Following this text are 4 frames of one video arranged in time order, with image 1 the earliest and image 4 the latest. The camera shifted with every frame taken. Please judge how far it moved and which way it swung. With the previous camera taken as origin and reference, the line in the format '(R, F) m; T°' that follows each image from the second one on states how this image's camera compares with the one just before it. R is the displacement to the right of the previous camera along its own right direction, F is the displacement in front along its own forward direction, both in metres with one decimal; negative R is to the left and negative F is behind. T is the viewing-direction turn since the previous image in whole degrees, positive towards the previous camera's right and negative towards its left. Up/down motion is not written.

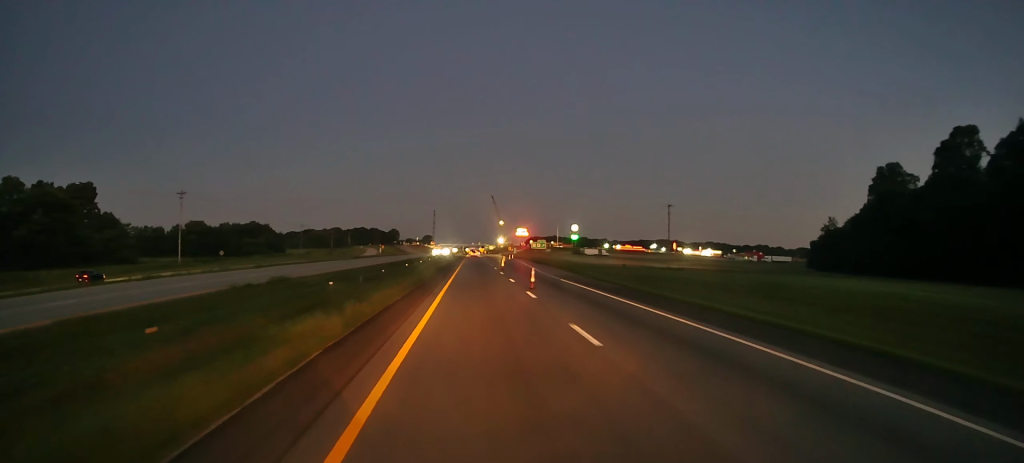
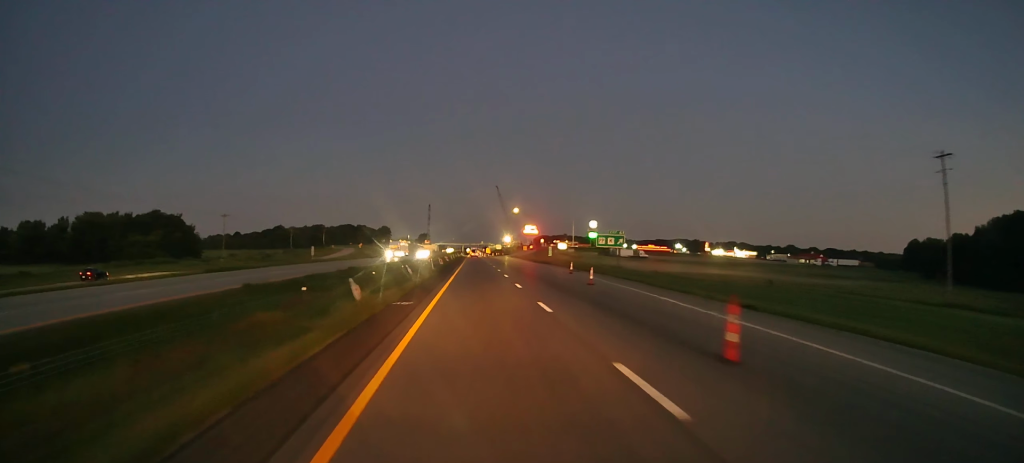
(-0.6, +77.3) m; -1°
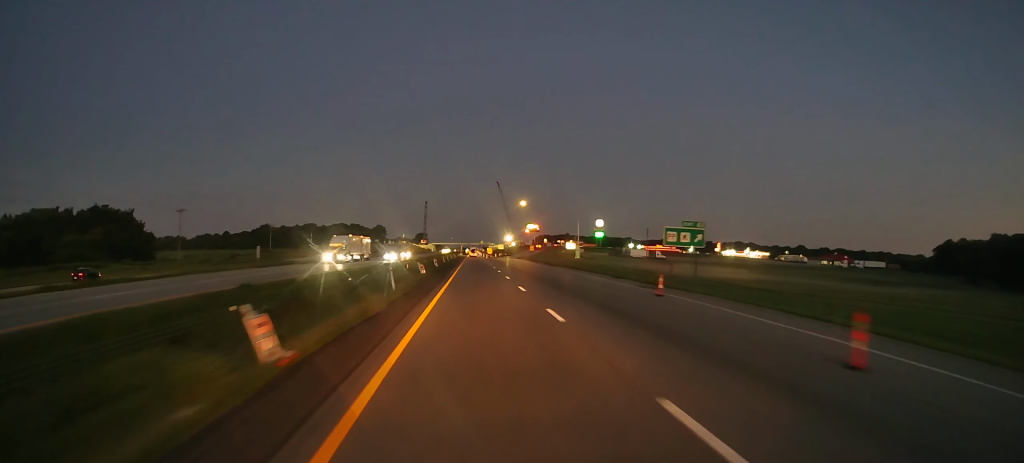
(0.0, +25.9) m; 0°
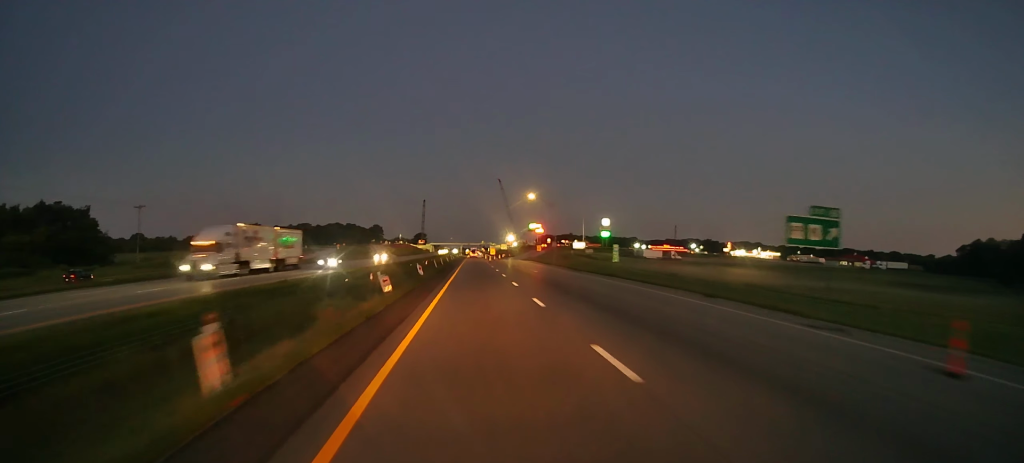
(0.0, +19.1) m; 0°
